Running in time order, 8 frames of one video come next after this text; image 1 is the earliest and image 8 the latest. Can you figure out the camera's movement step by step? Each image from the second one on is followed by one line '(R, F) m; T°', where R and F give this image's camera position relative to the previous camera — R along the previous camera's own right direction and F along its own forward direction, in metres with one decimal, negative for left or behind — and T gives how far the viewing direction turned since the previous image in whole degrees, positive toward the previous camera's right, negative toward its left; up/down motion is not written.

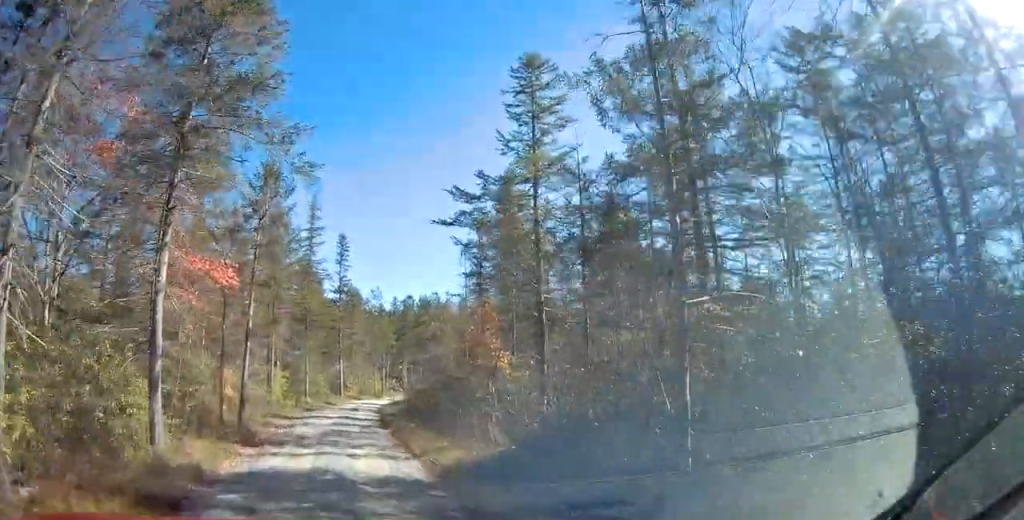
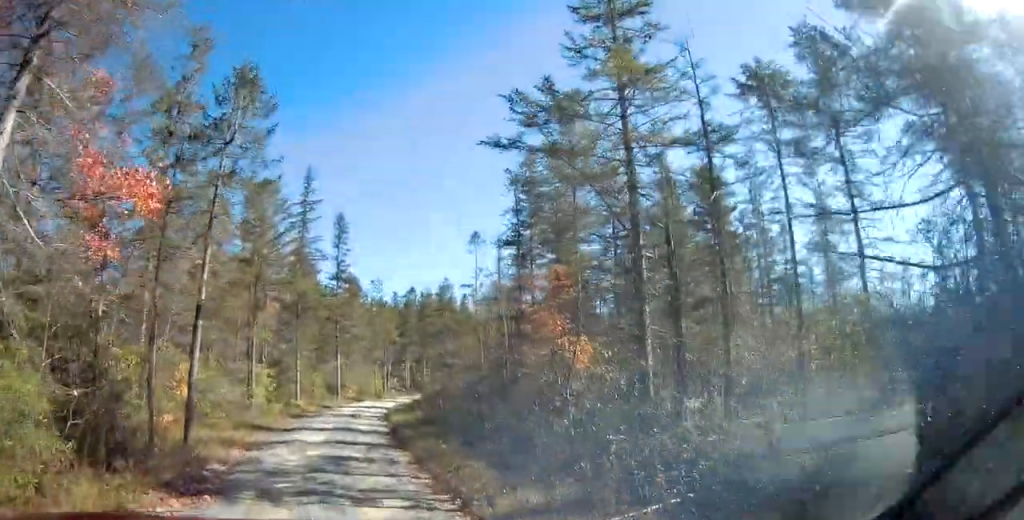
(+0.1, +7.0) m; +1°
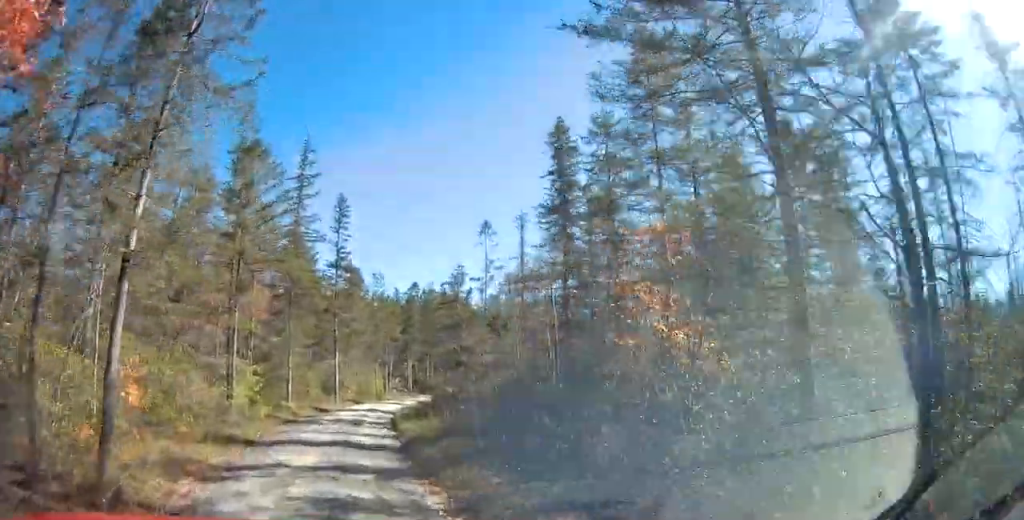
(0.0, +5.1) m; 0°
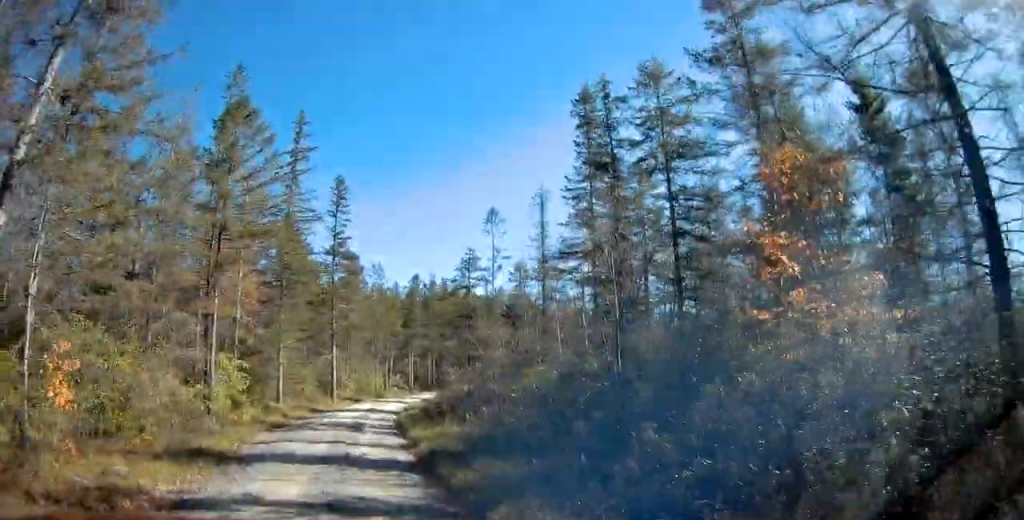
(0.0, +3.9) m; 0°
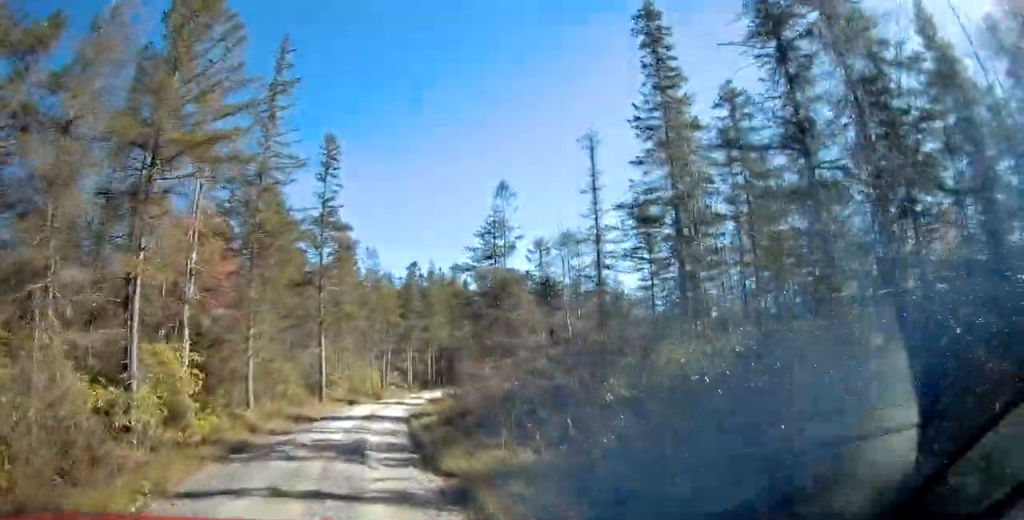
(0.0, +7.7) m; +1°
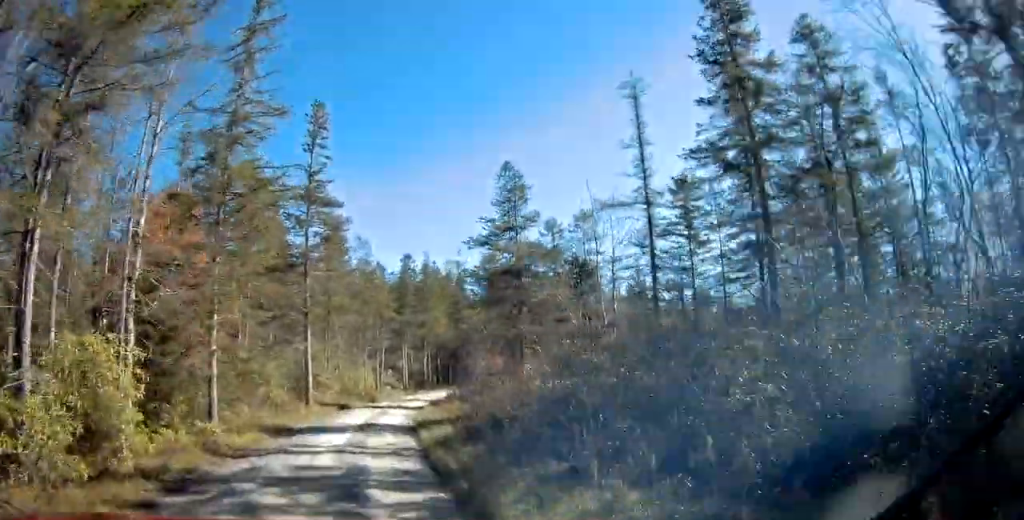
(+0.1, +4.9) m; +1°
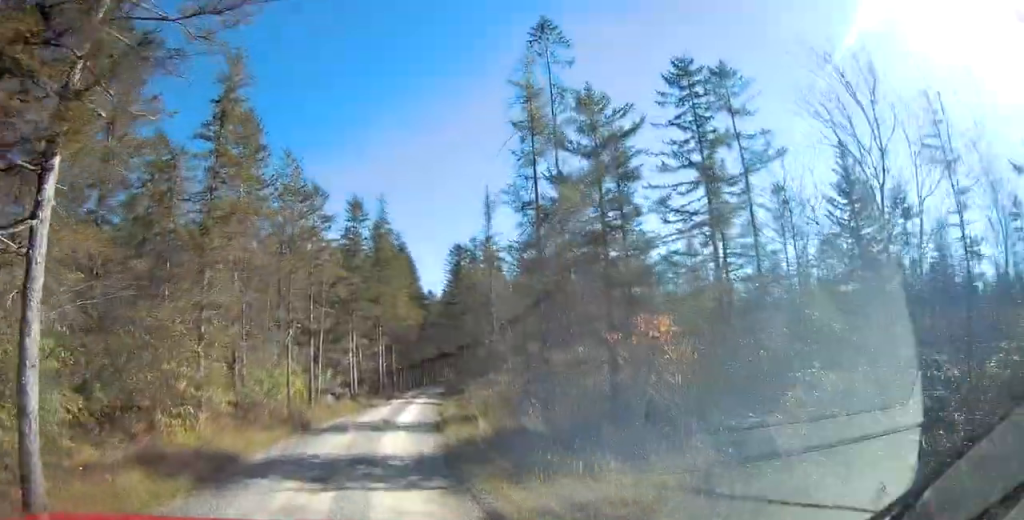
(+1.1, +22.5) m; +7°
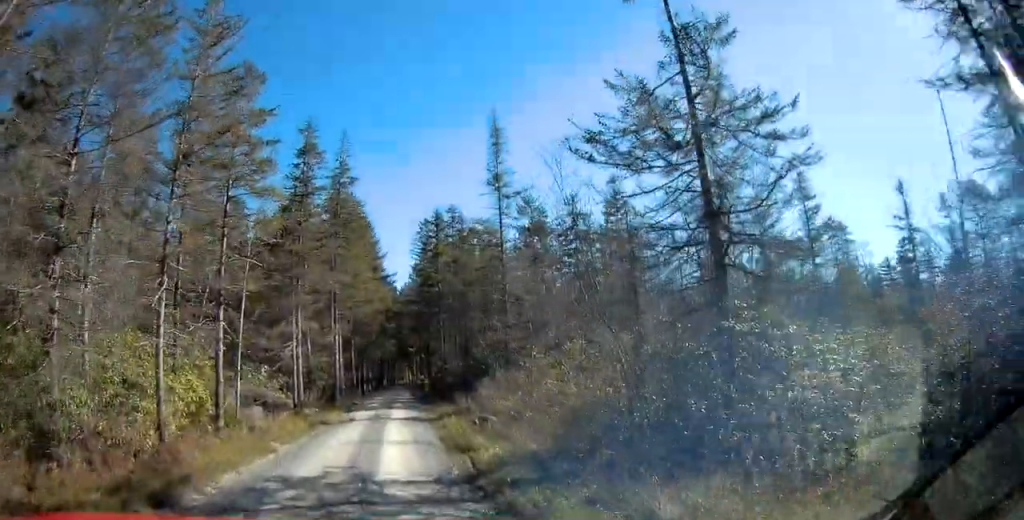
(+0.8, +13.4) m; +5°
